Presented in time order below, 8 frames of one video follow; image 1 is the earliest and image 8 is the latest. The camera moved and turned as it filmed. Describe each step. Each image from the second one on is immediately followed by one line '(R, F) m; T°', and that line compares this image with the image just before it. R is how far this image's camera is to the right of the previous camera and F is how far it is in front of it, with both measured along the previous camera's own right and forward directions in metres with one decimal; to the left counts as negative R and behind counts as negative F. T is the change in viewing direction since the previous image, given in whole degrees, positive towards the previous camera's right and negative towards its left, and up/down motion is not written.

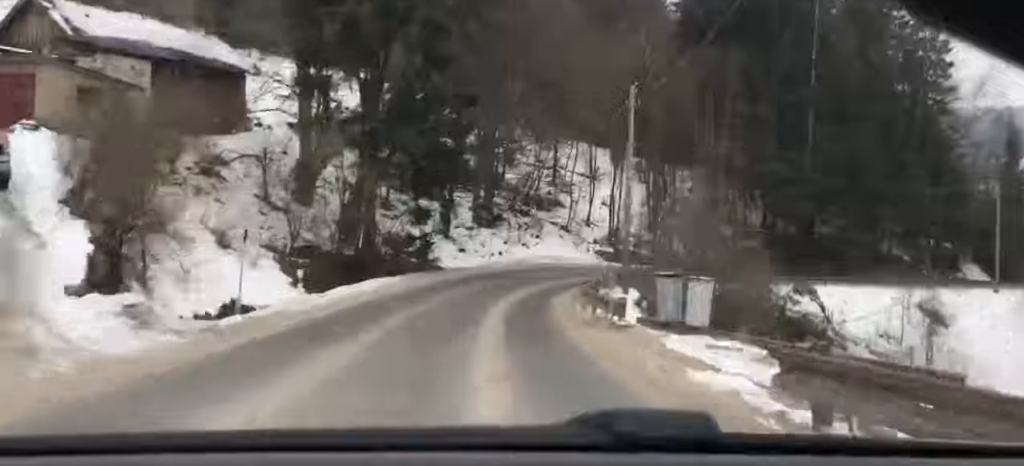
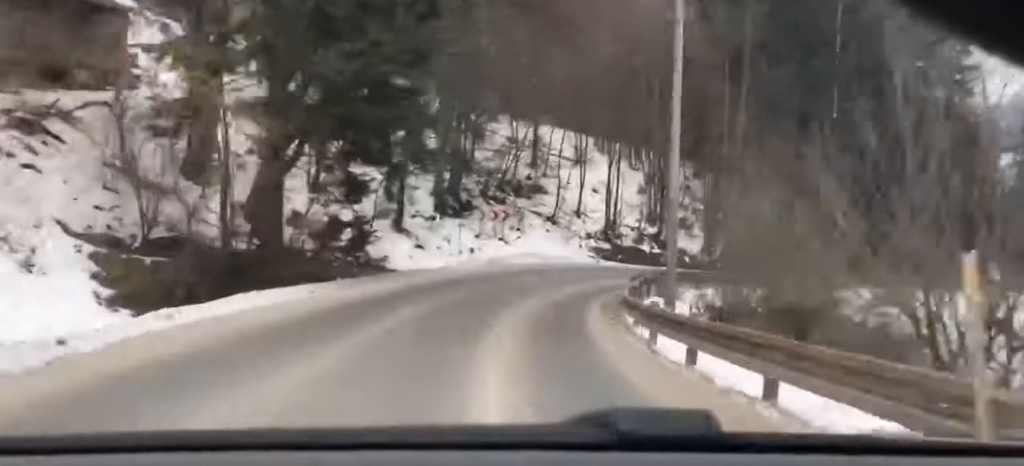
(+0.3, +9.6) m; +2°
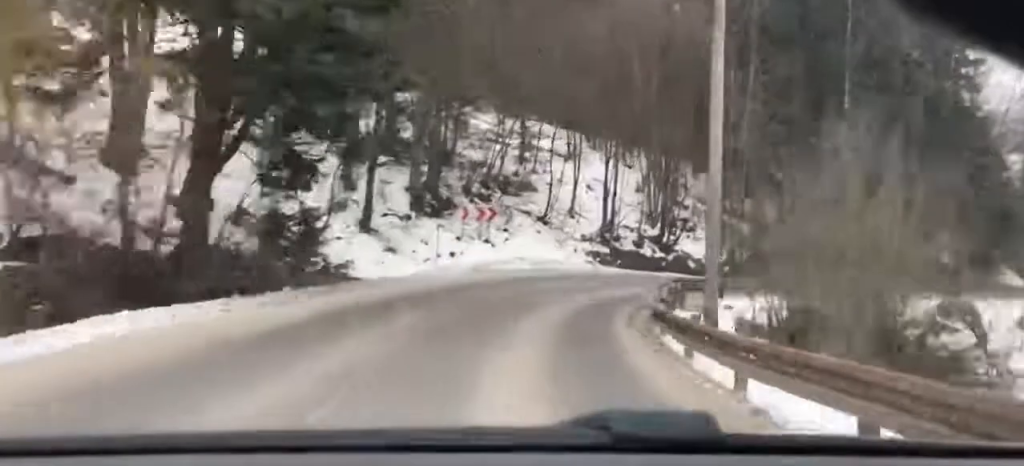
(0.0, +4.7) m; +1°
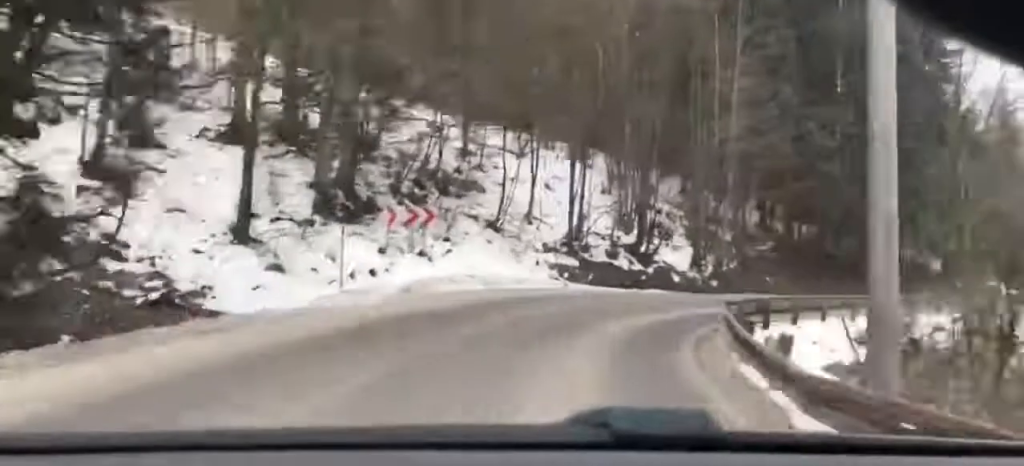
(+0.2, +9.0) m; +4°
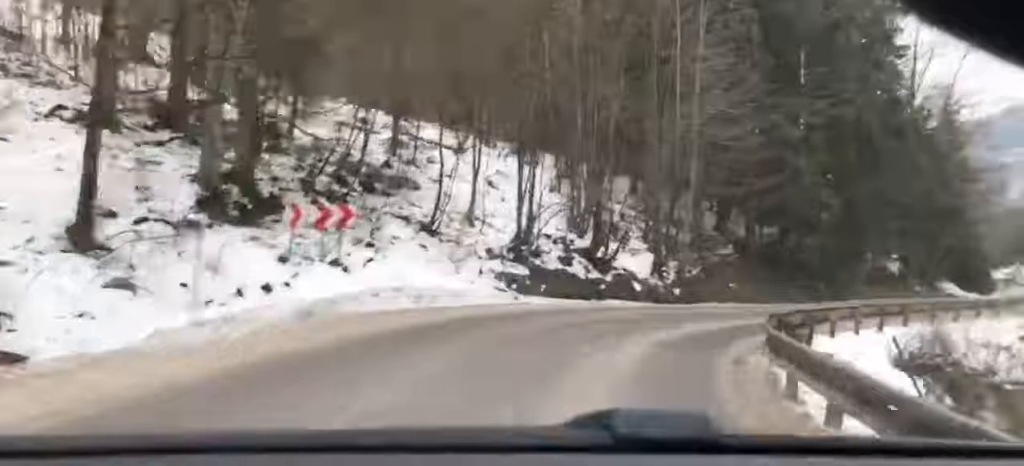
(0.0, +5.4) m; +3°
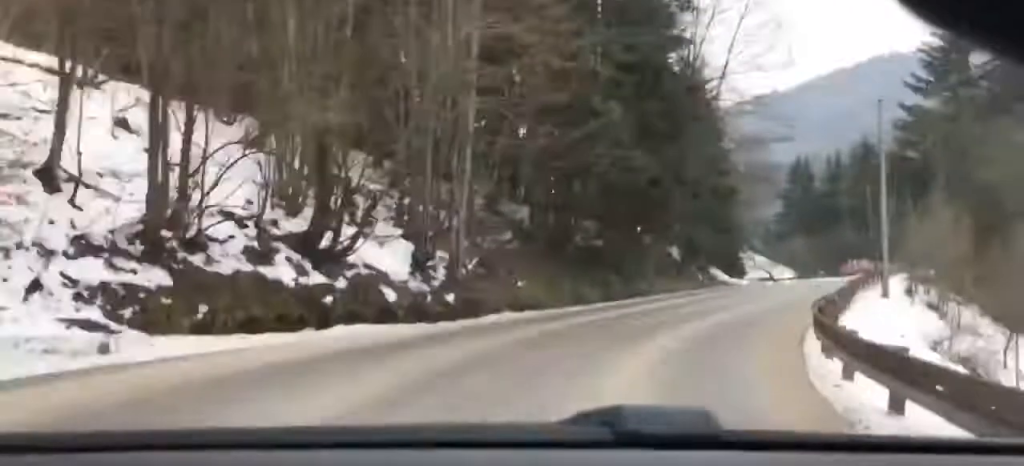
(+0.9, +16.9) m; +4°
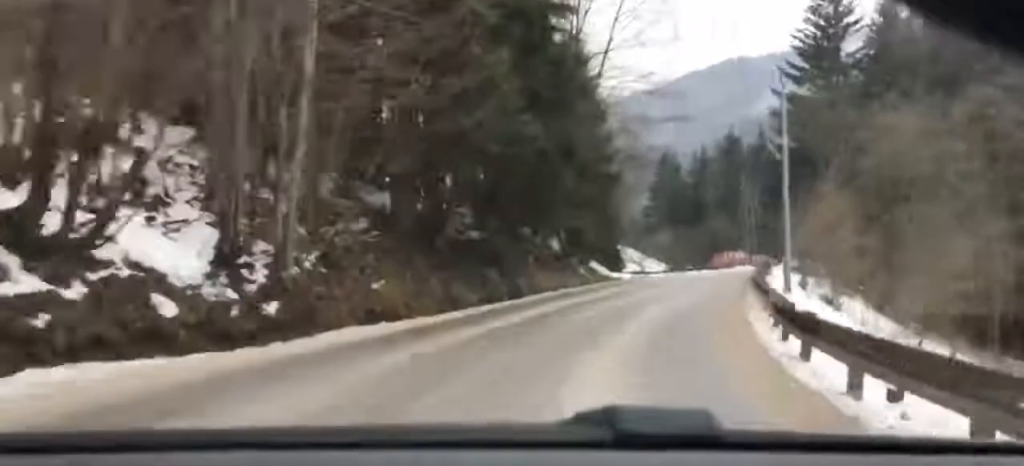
(-0.1, +7.5) m; +2°
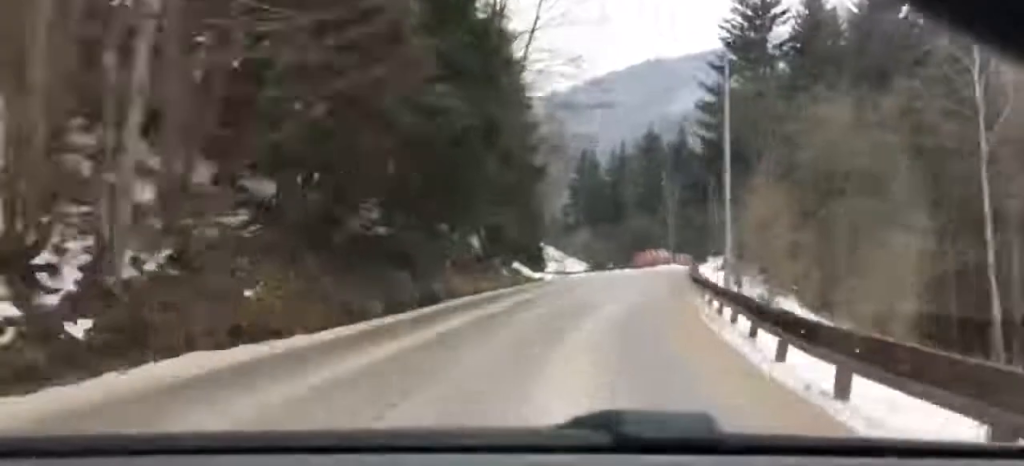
(+0.2, +4.2) m; +3°
